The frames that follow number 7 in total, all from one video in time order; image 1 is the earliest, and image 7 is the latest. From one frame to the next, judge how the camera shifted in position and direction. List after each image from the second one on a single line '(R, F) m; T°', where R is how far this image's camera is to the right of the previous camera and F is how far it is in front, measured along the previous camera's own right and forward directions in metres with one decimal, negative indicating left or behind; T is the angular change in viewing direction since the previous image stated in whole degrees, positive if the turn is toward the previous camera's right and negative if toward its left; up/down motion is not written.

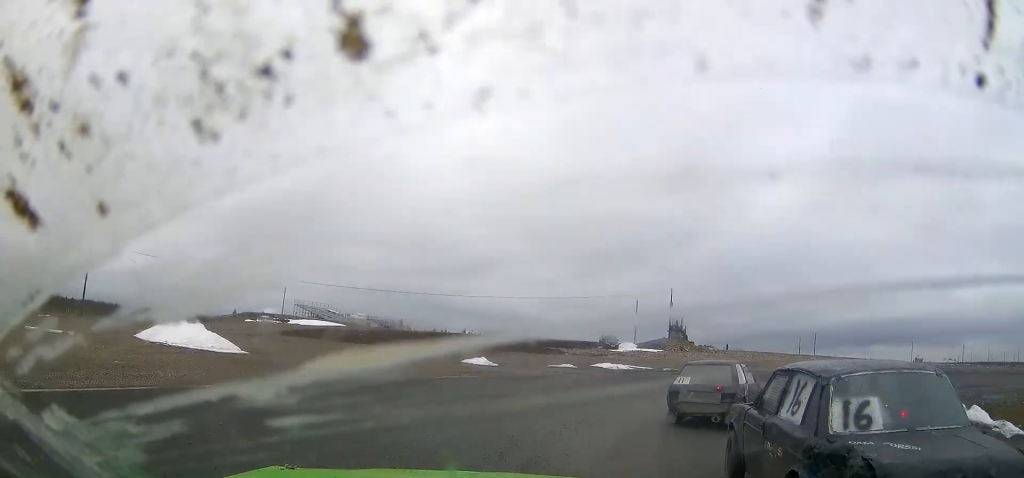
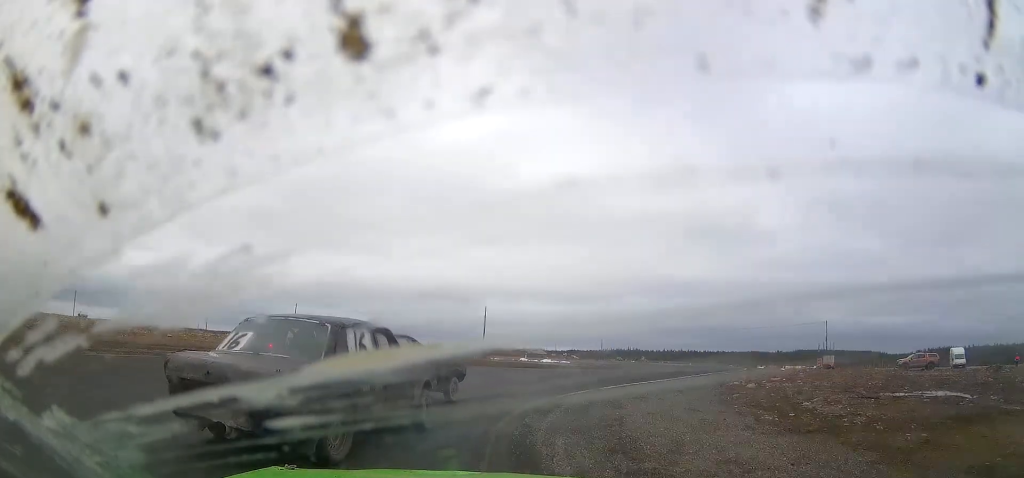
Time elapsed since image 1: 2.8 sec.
(+19.9, +22.8) m; +78°
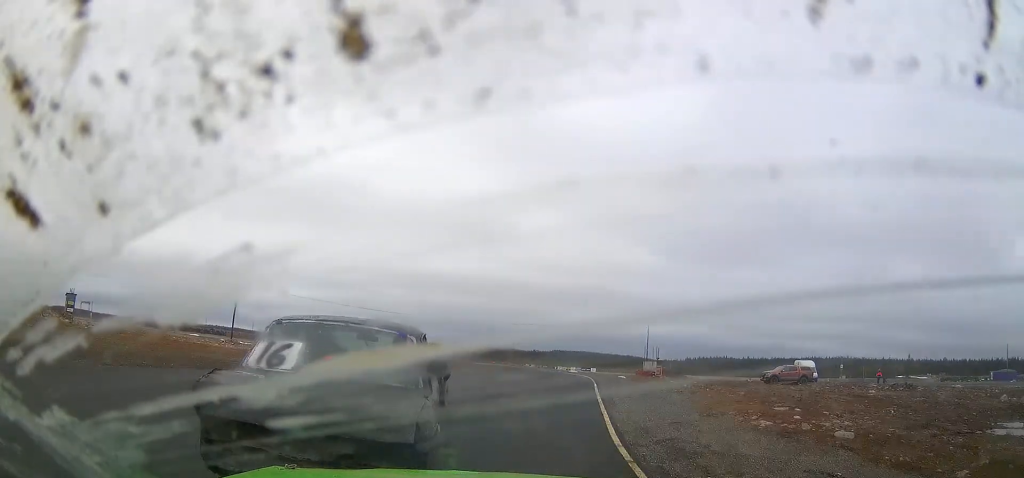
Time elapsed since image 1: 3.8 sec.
(+2.4, +13.8) m; +21°
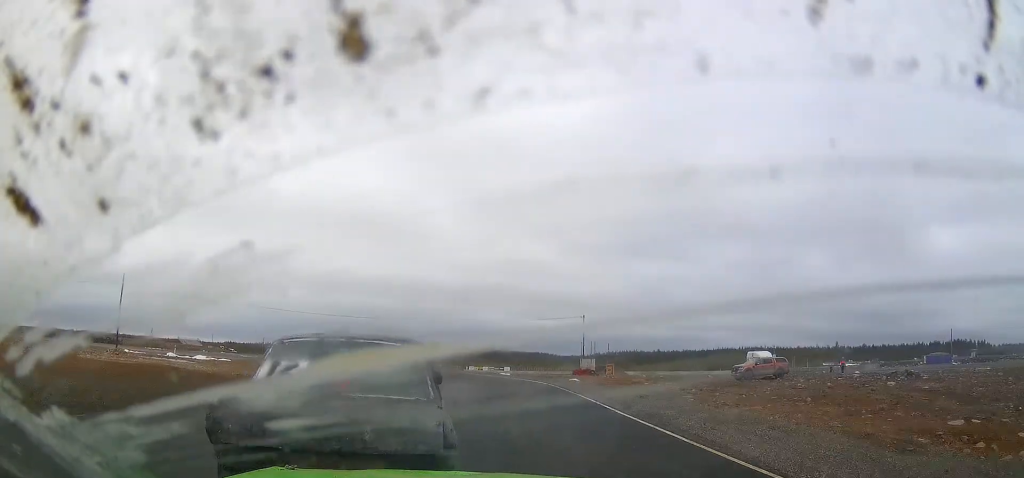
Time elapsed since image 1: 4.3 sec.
(+1.2, +8.0) m; +10°
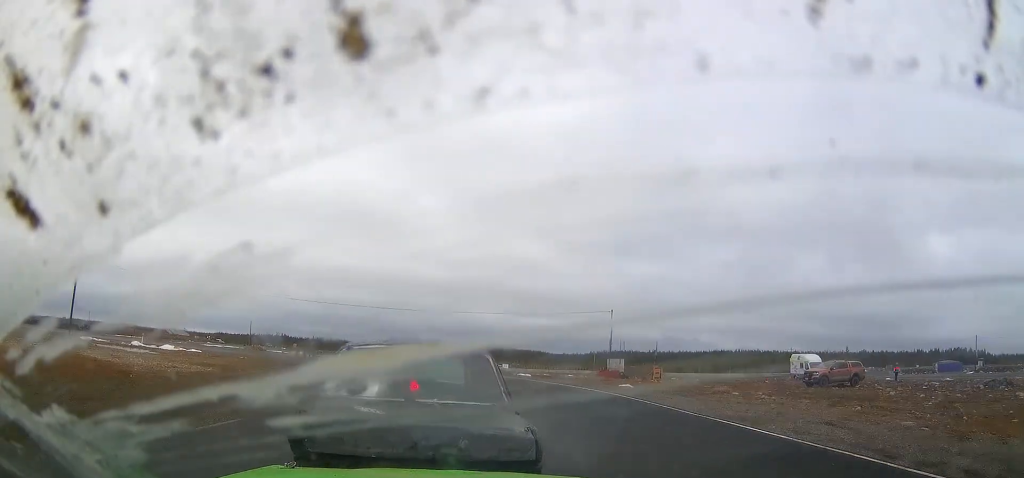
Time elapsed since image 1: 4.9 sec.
(+0.7, +8.3) m; +10°
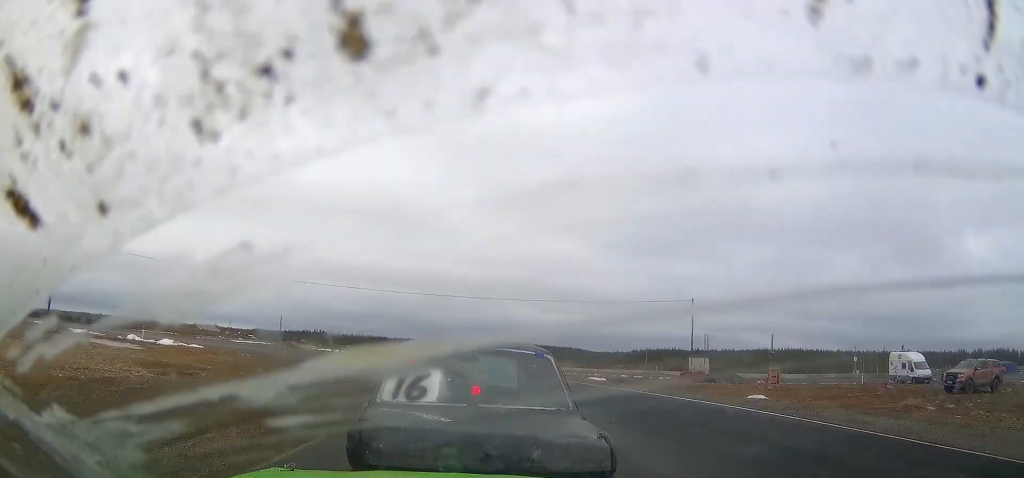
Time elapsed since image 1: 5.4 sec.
(+0.8, +8.5) m; +4°
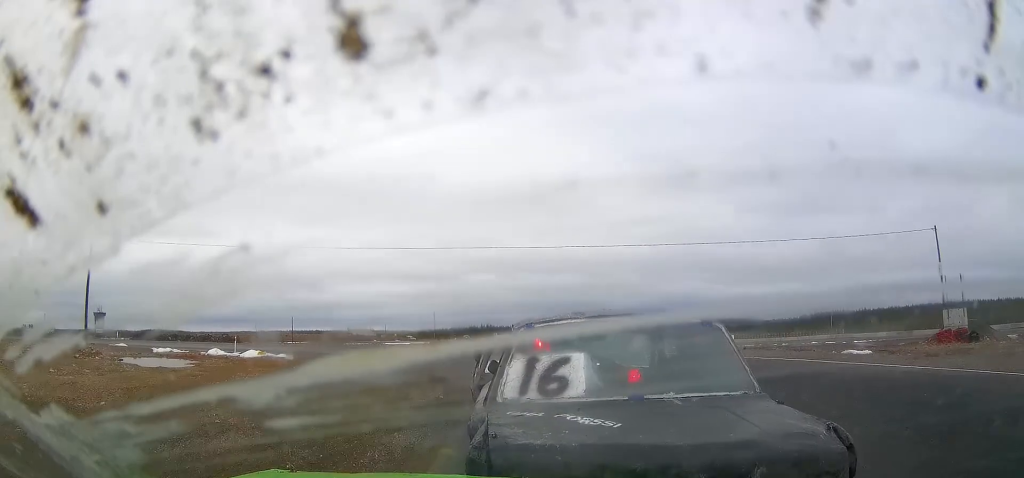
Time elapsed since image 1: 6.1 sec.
(+0.8, +12.2) m; +2°
